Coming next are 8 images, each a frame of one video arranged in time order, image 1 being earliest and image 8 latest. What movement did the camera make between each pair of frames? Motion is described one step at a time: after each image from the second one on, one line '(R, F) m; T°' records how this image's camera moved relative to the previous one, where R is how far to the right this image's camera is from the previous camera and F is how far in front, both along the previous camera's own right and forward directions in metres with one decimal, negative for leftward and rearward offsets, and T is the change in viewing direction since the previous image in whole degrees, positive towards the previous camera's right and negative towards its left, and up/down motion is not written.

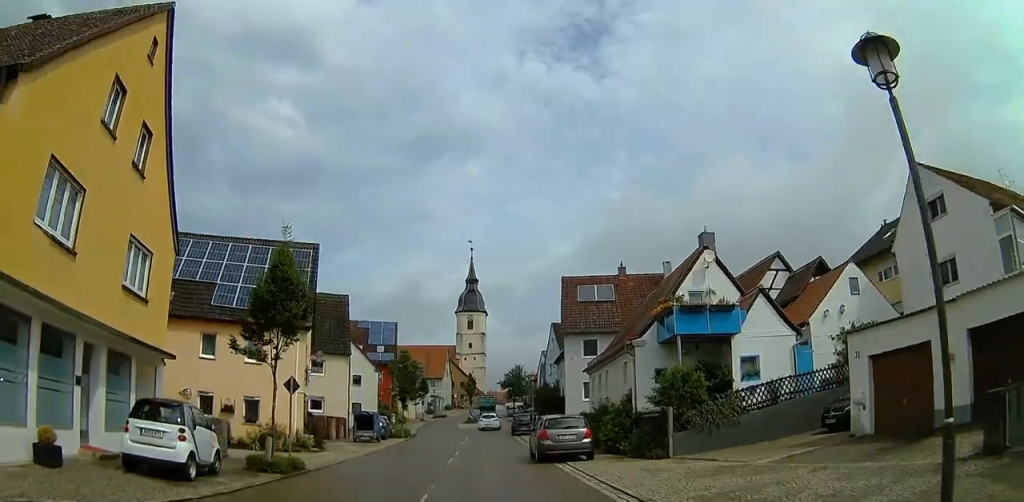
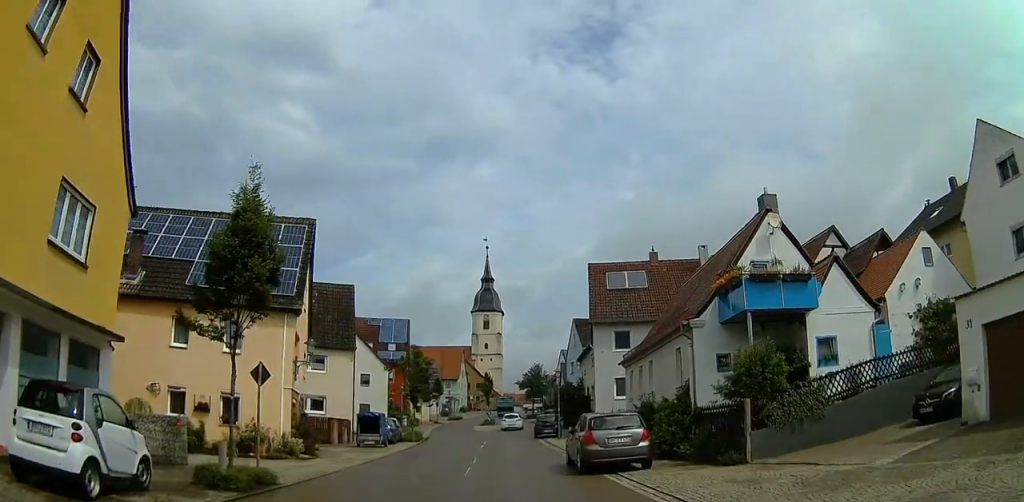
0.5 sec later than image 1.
(+0.1, +4.1) m; -2°
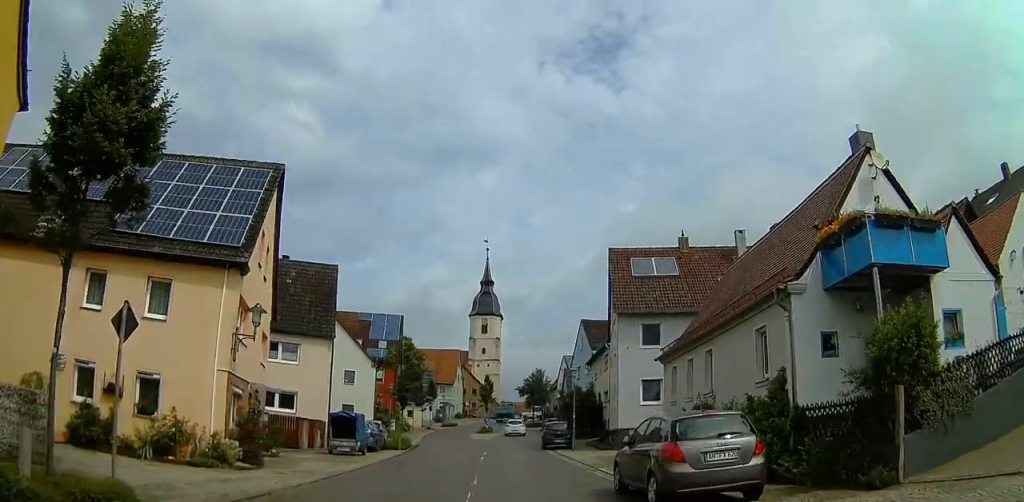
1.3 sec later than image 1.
(-0.3, +5.8) m; -3°
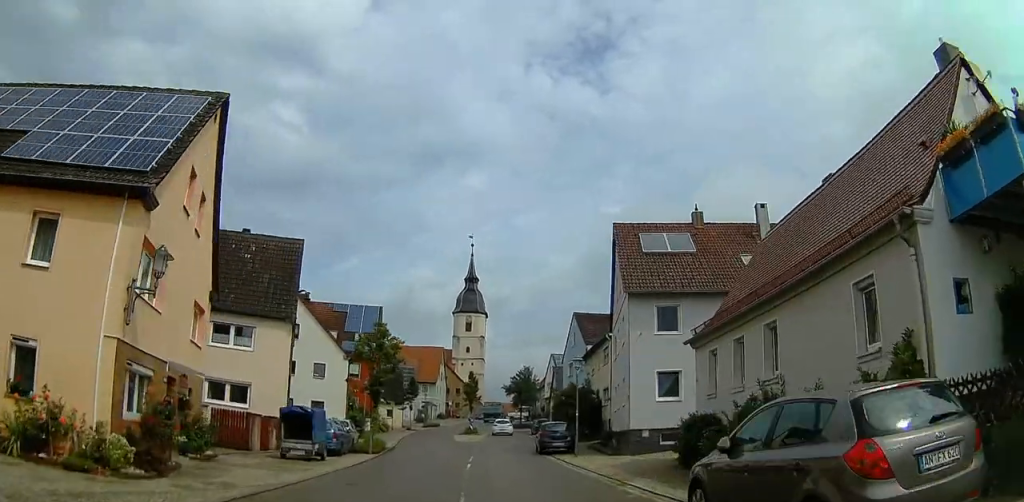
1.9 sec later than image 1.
(-0.1, +4.8) m; -2°
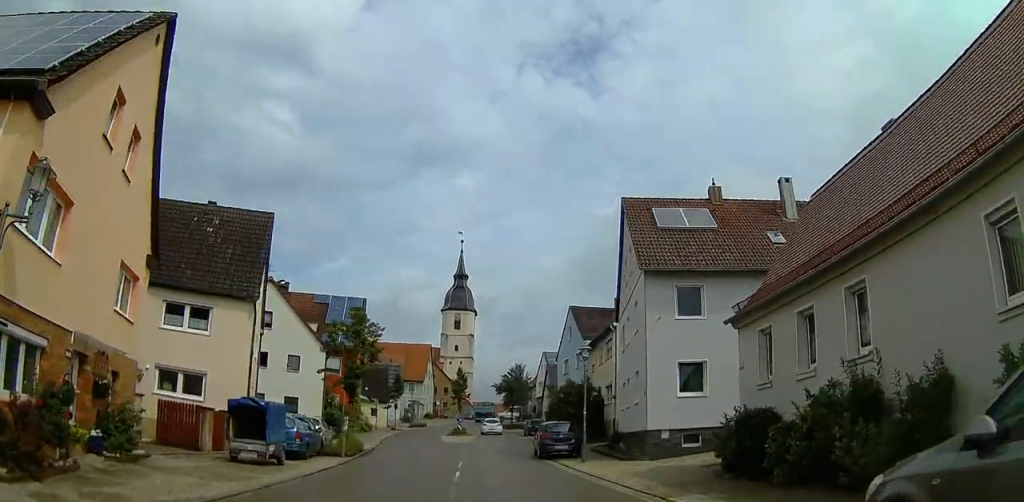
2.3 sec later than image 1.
(0.0, +3.7) m; -1°
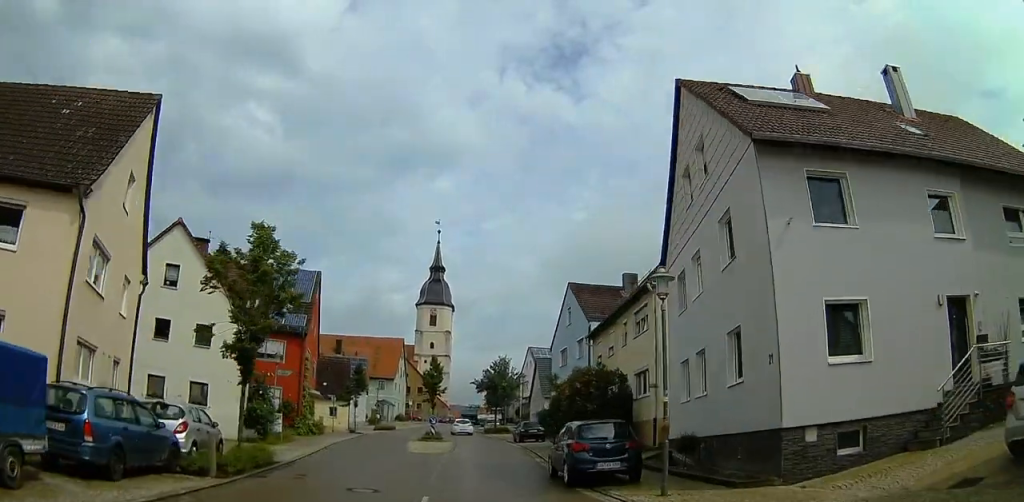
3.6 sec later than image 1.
(-0.1, +10.7) m; +4°
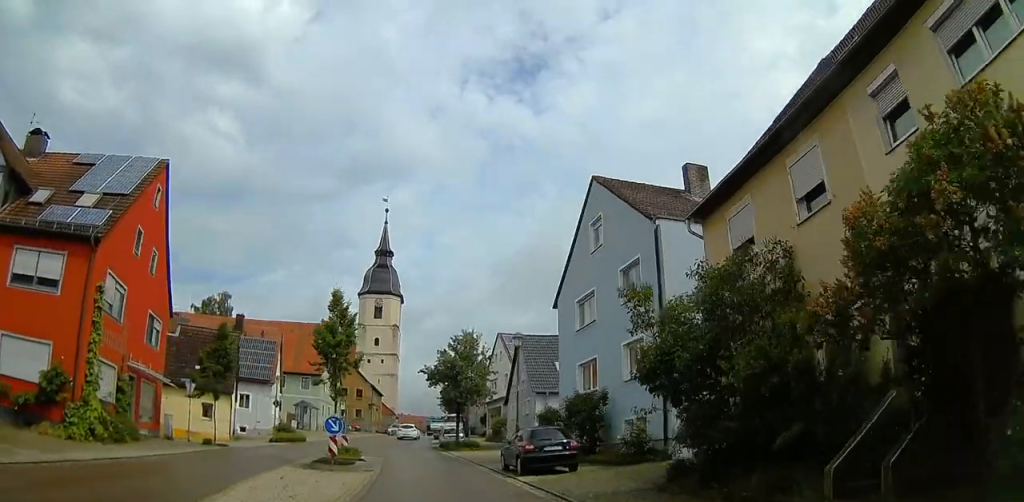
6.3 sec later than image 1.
(+2.1, +21.9) m; +12°
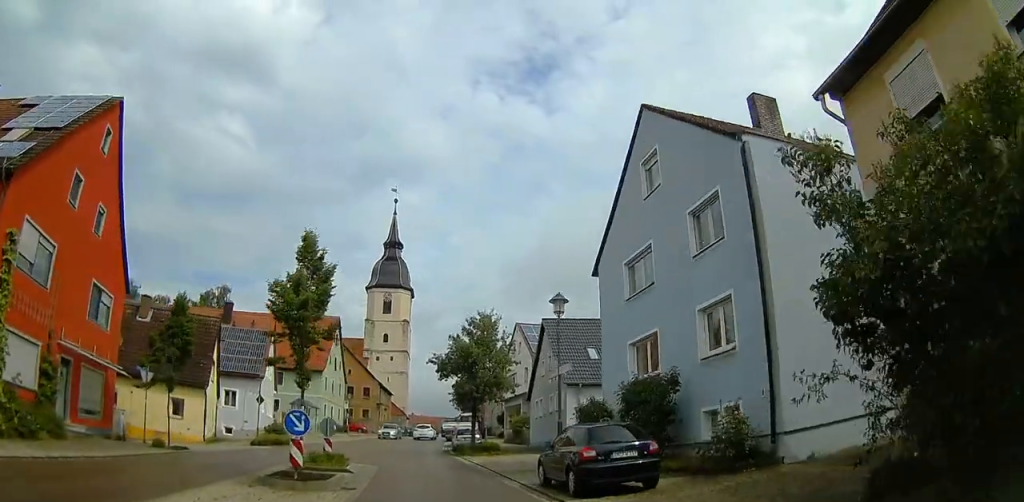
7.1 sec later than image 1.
(+0.5, +5.7) m; +1°
